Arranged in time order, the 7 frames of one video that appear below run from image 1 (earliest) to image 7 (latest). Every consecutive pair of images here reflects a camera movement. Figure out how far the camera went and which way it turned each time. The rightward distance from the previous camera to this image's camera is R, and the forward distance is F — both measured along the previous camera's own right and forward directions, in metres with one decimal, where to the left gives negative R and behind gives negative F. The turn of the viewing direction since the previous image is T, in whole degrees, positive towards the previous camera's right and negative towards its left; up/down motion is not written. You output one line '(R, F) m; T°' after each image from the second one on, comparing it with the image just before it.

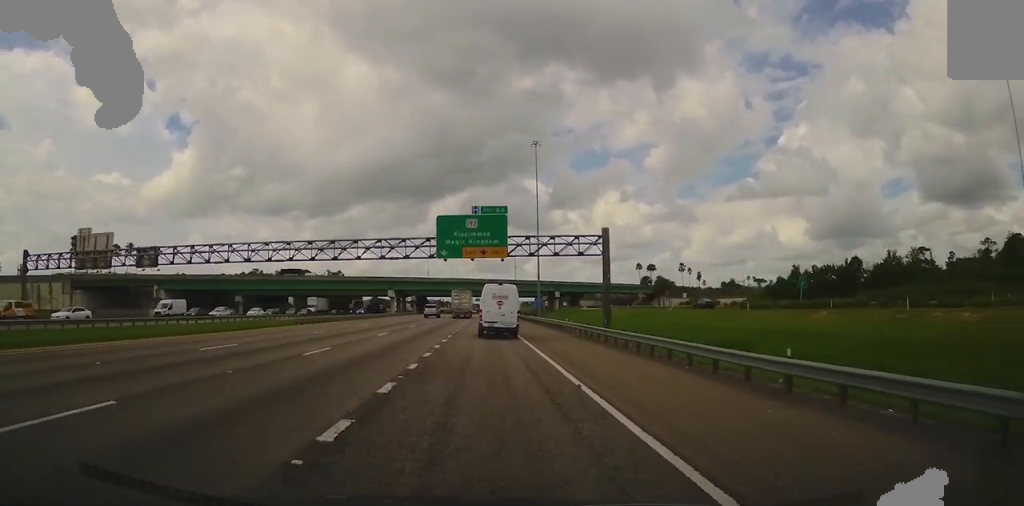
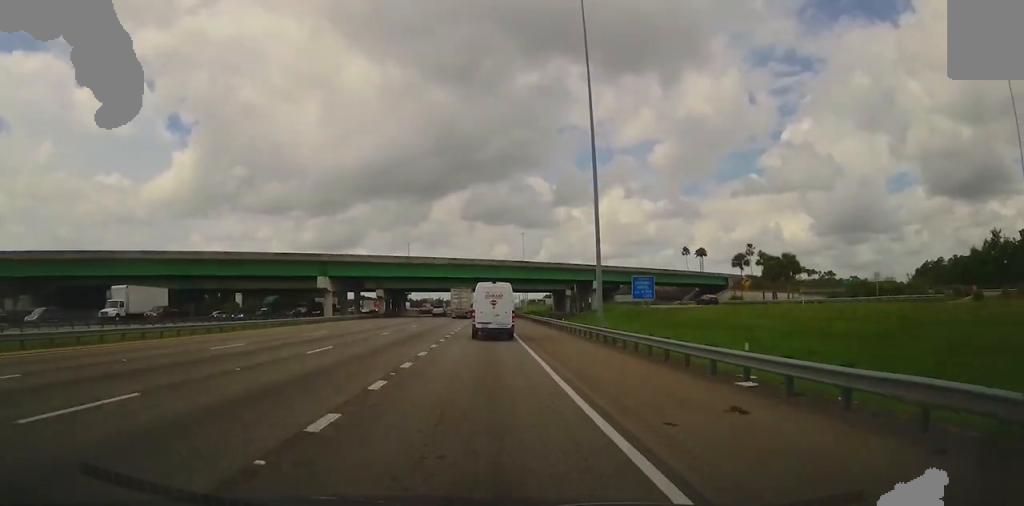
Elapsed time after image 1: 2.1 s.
(0.0, +59.3) m; 0°
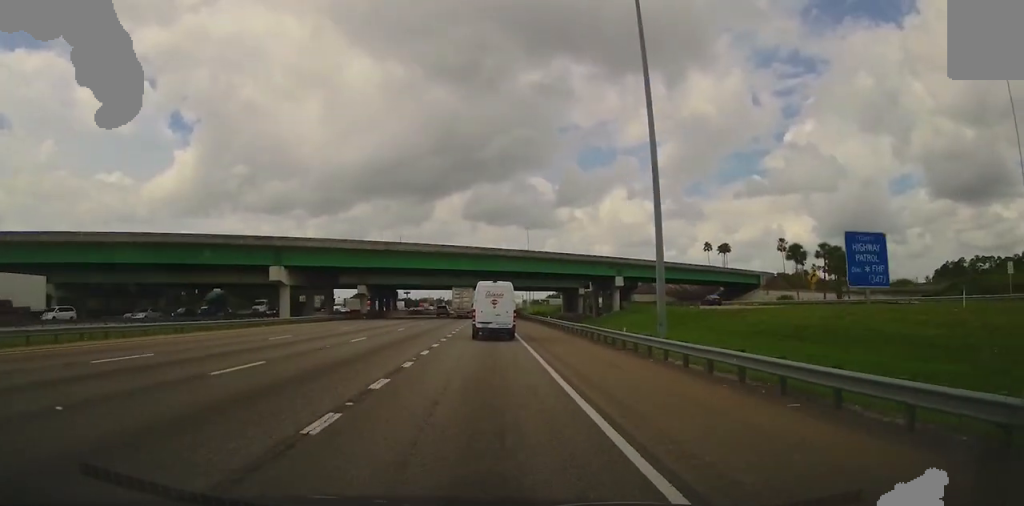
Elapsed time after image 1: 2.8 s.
(0.0, +18.7) m; 0°
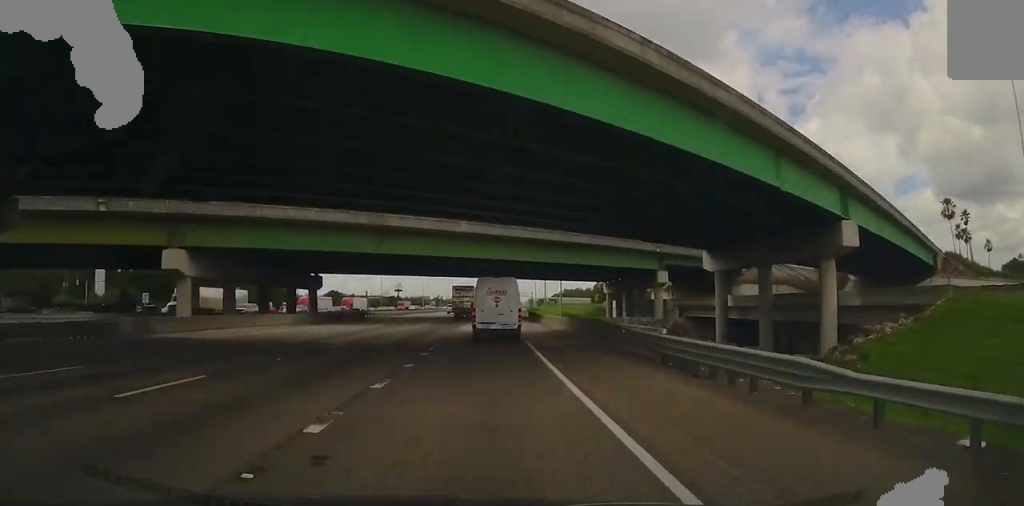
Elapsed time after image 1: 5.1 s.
(0.0, +63.7) m; 0°
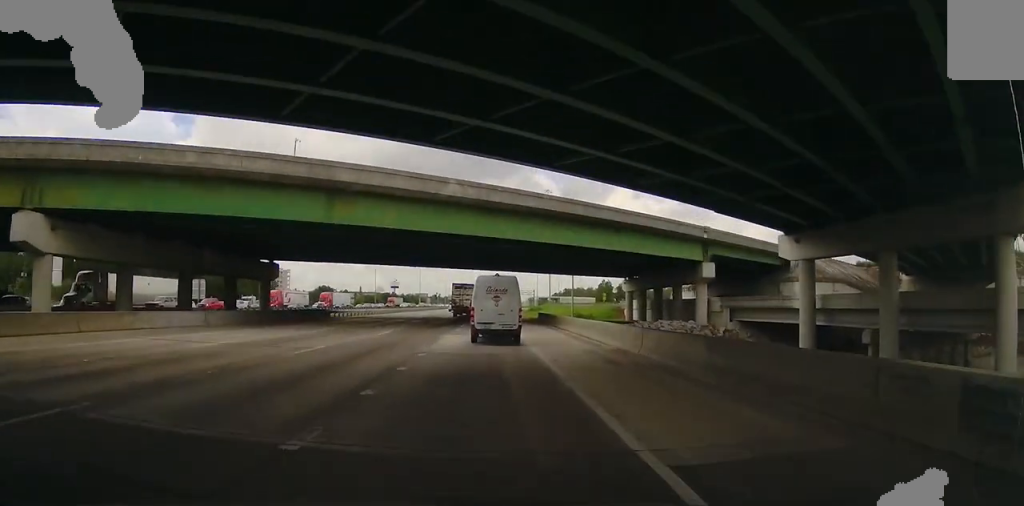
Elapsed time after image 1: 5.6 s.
(0.0, +16.0) m; 0°
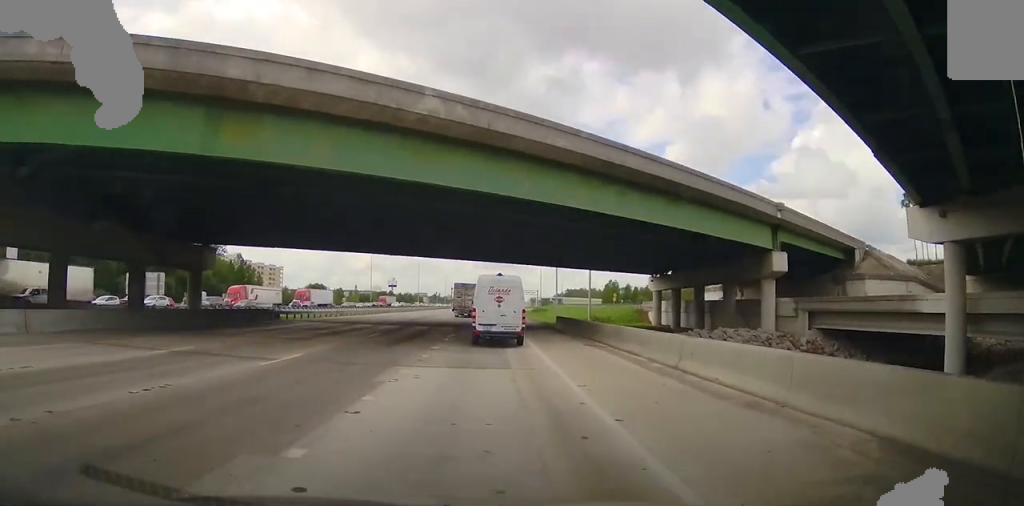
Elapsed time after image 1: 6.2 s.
(0.0, +15.0) m; 0°
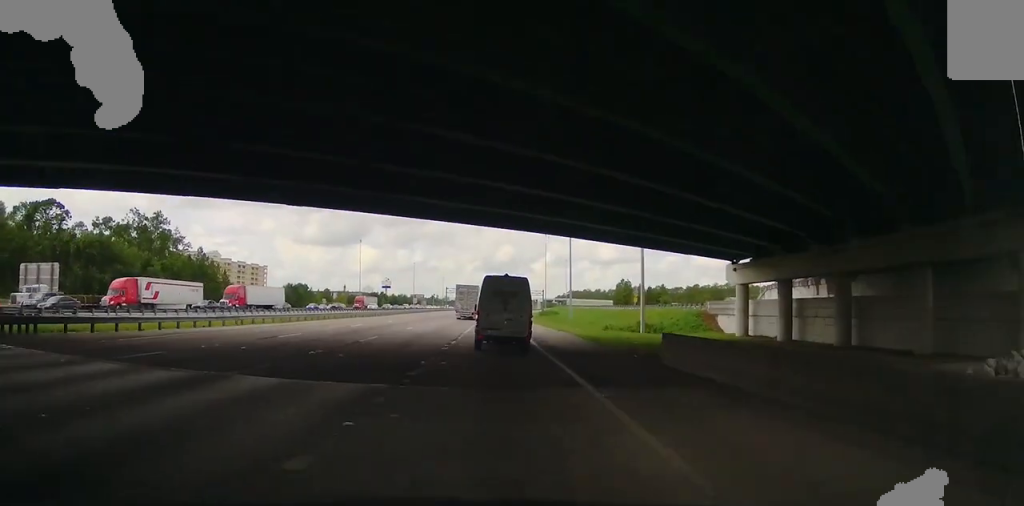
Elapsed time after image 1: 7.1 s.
(0.0, +27.3) m; 0°
